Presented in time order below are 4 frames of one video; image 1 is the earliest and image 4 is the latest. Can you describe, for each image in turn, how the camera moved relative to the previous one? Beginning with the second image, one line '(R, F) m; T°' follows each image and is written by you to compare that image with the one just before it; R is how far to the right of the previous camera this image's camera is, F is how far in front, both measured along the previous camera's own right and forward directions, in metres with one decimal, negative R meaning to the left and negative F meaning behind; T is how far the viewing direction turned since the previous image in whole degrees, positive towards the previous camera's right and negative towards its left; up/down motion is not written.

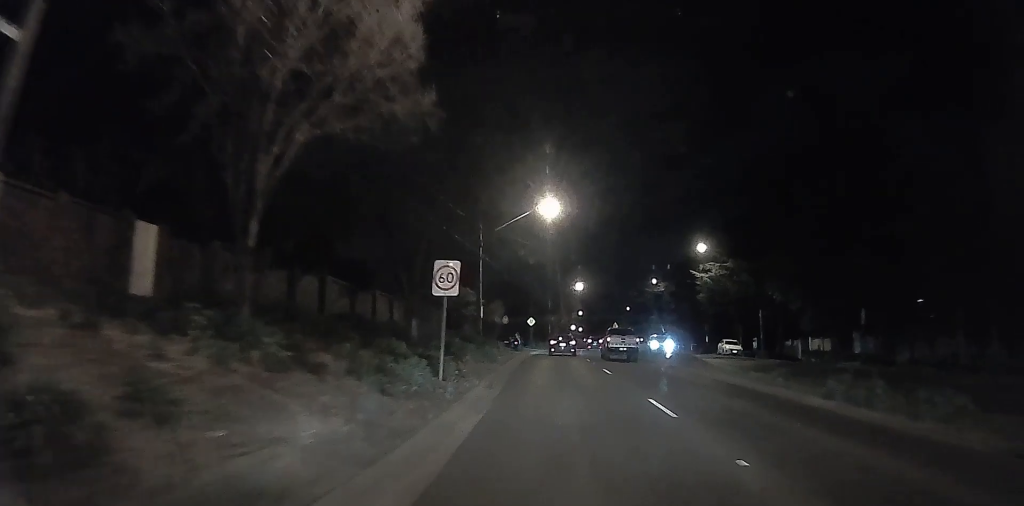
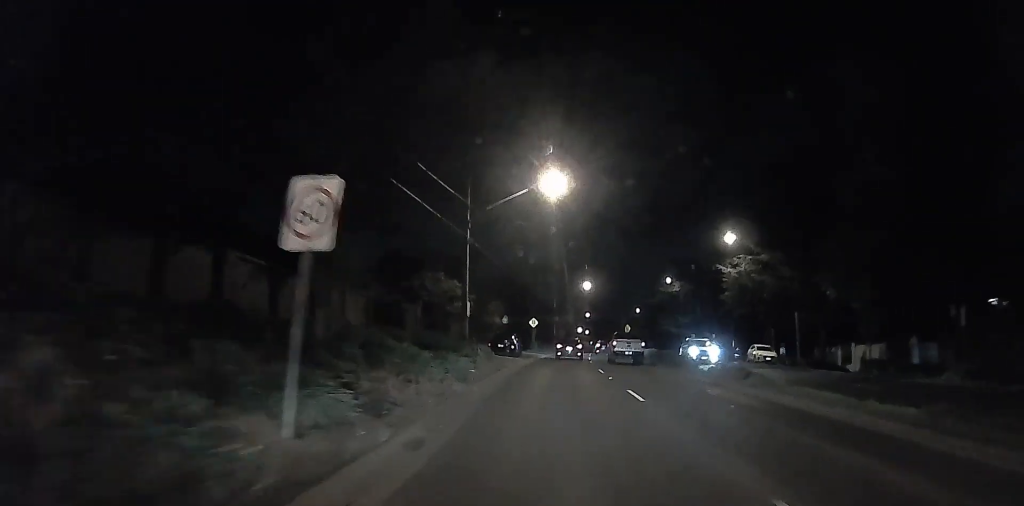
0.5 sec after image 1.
(-0.5, +8.4) m; -1°
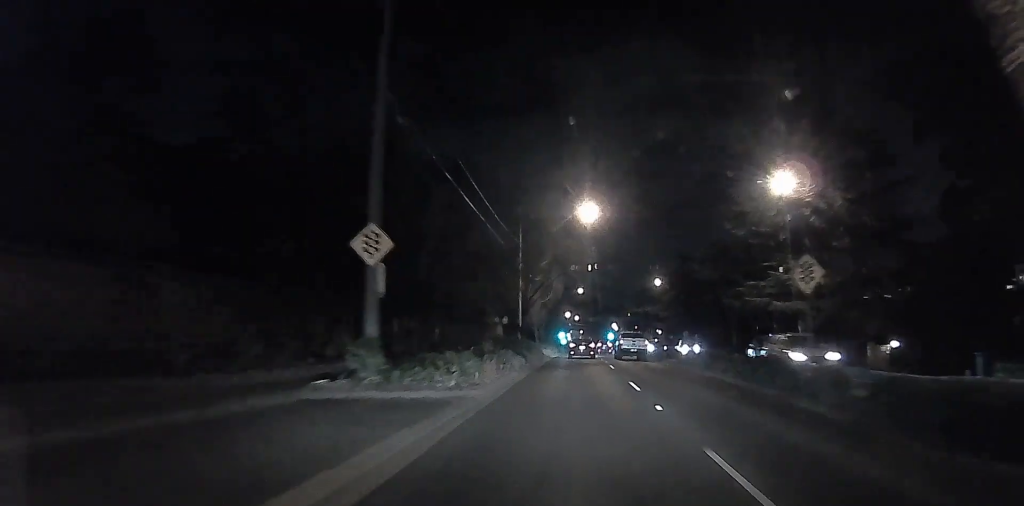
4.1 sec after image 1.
(+2.1, +56.3) m; 0°
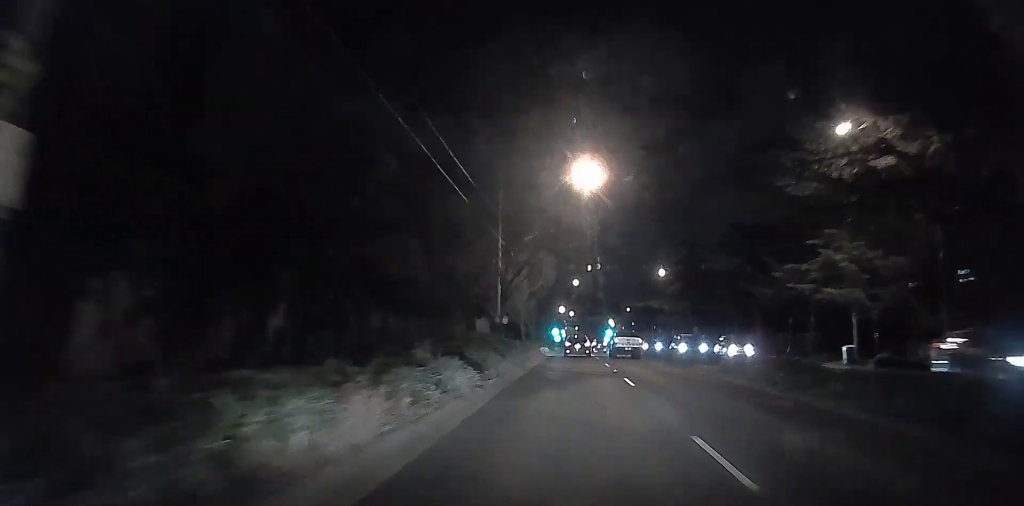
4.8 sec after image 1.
(0.0, +11.2) m; +2°
